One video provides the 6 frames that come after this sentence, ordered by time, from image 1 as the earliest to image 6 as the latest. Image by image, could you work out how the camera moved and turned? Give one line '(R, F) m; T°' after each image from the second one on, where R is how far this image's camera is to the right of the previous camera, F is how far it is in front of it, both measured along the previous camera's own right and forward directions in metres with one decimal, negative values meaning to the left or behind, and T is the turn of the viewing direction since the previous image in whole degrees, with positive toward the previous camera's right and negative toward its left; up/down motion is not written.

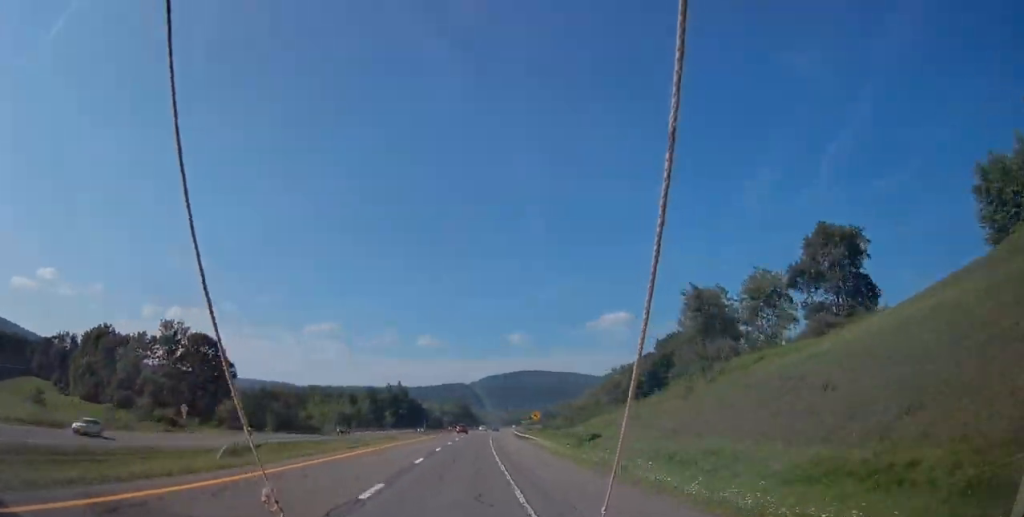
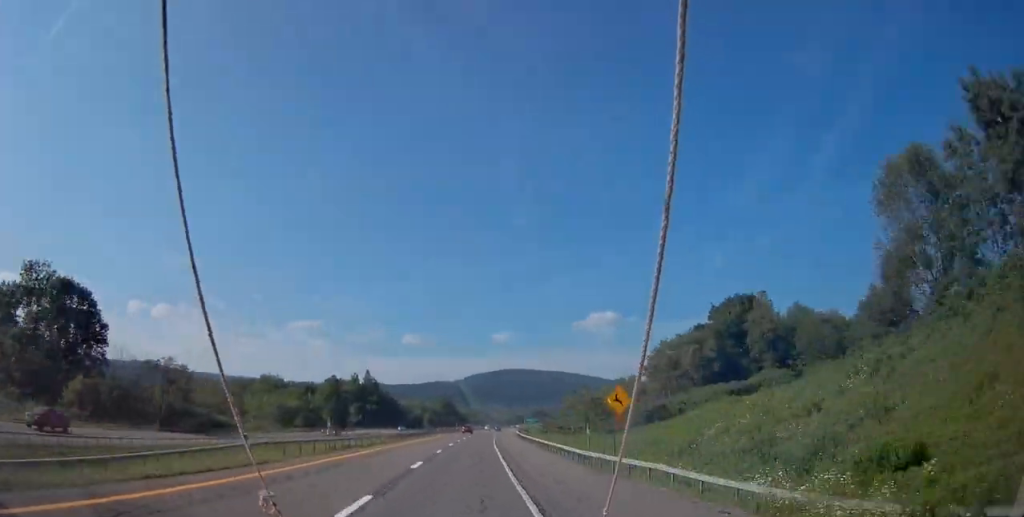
(+0.6, +38.5) m; +1°
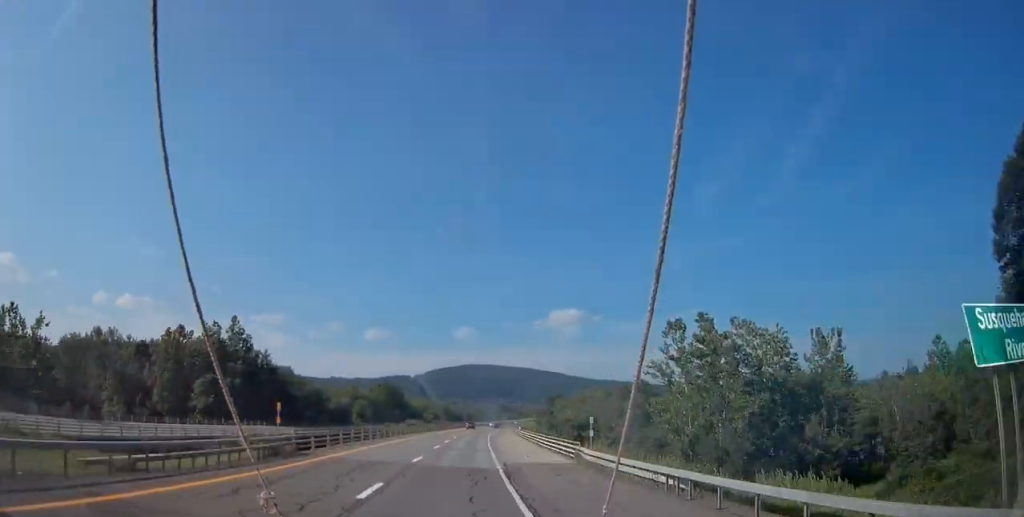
(+1.5, +87.2) m; +3°
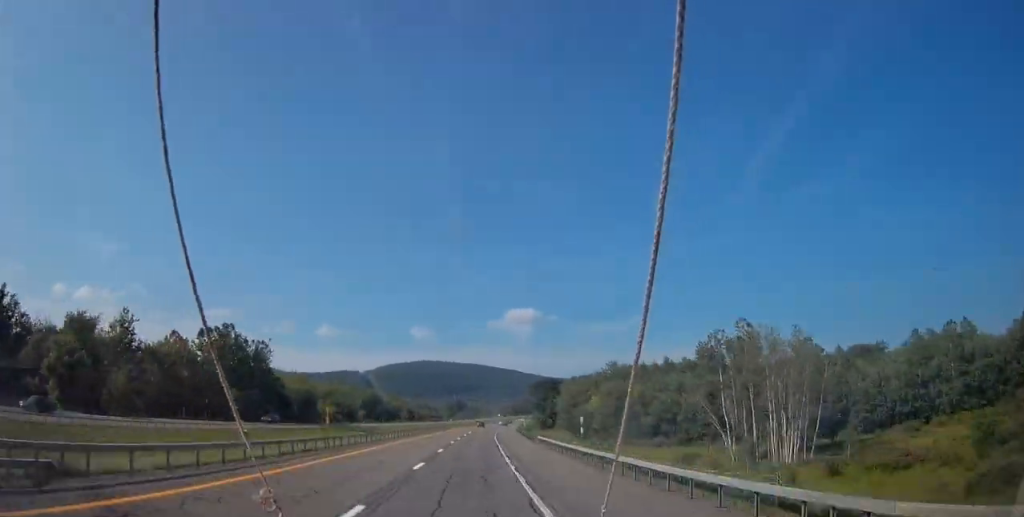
(+5.3, +133.9) m; +4°
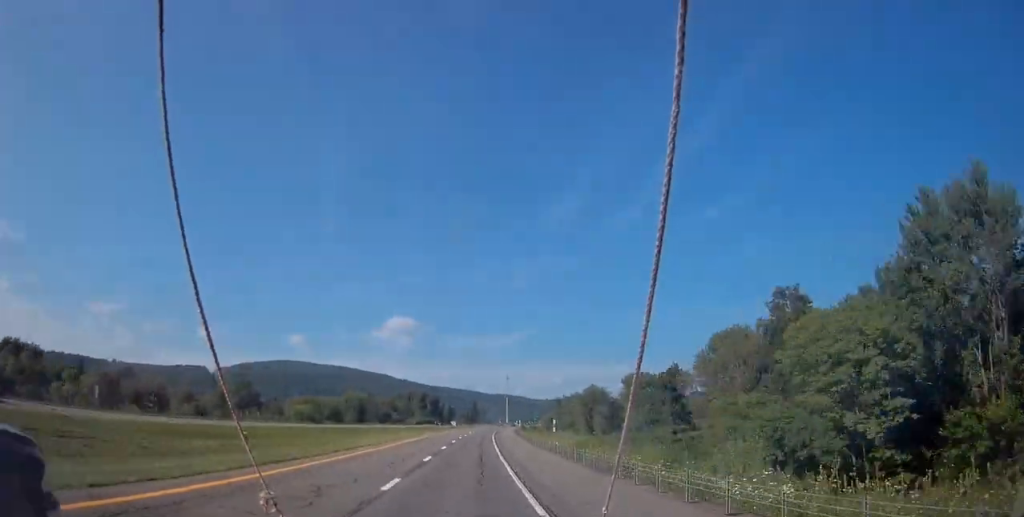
(+36.5, +354.6) m; +12°
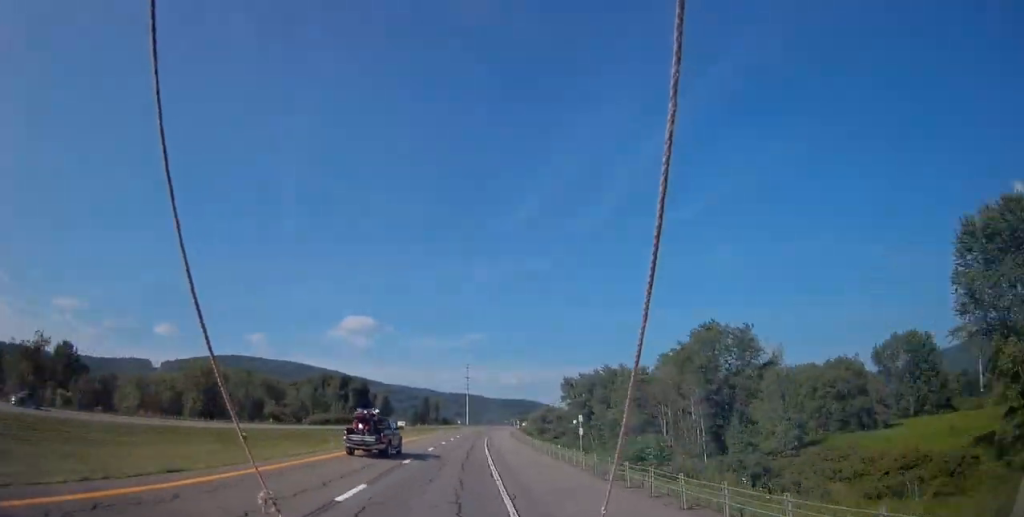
(+4.4, +122.9) m; +4°
